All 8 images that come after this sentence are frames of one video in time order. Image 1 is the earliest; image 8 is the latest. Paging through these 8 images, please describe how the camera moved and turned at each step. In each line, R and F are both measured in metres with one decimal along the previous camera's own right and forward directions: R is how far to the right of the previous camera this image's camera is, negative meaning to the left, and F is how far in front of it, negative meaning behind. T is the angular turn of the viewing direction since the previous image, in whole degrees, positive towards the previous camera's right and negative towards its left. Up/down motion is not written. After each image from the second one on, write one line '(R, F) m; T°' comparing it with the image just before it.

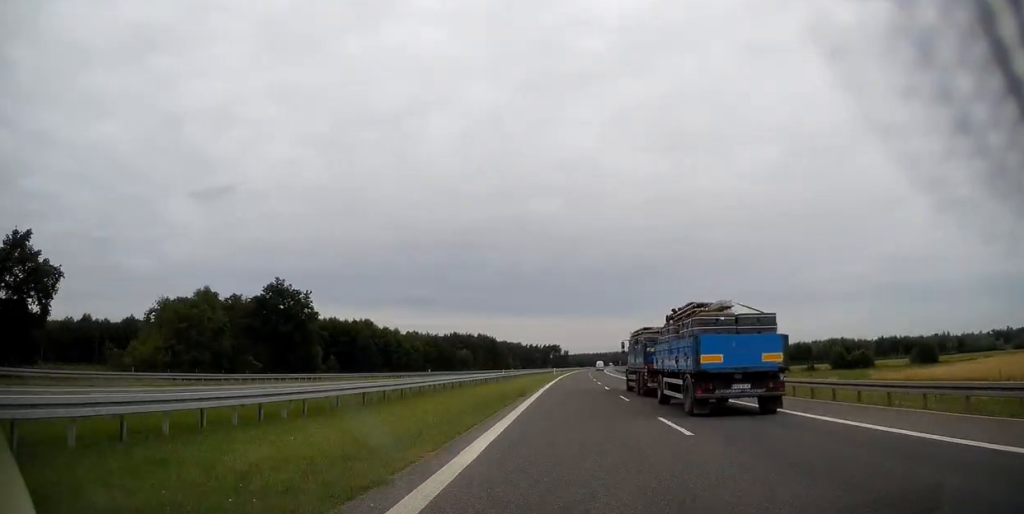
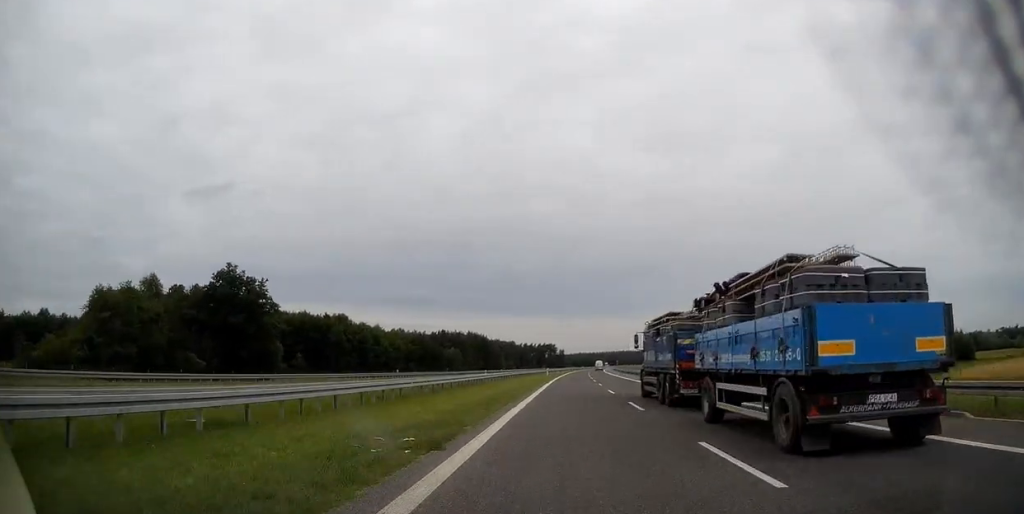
(0.0, +17.4) m; 0°
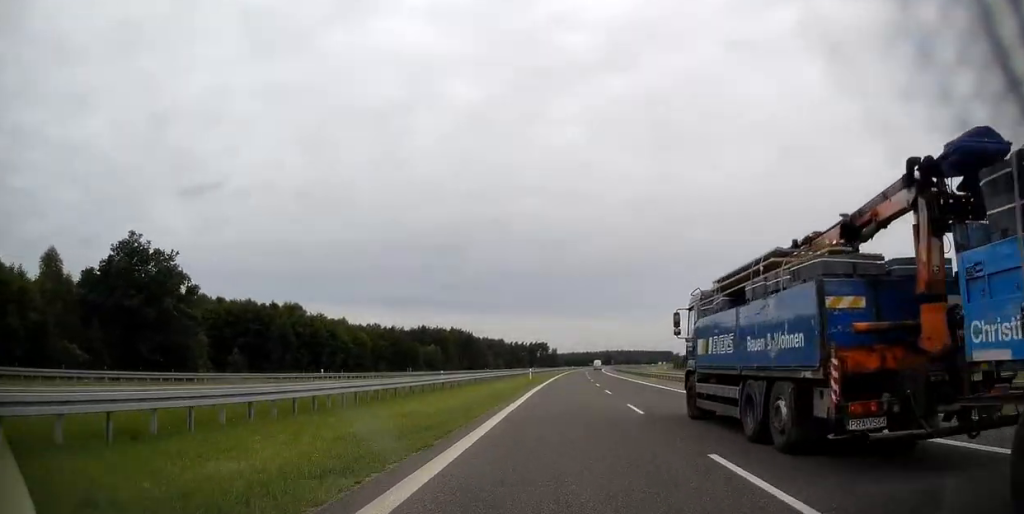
(+0.1, +25.5) m; +1°
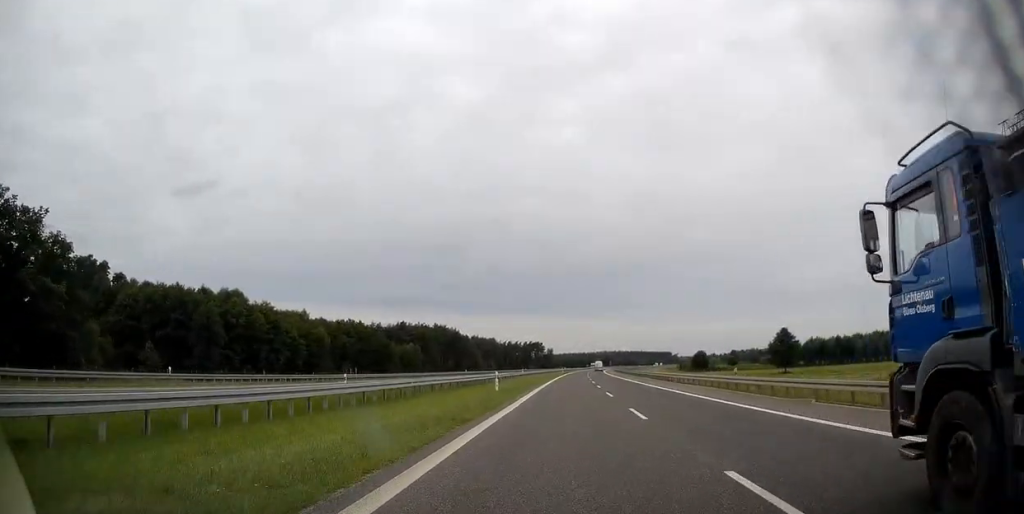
(+0.1, +25.5) m; +1°
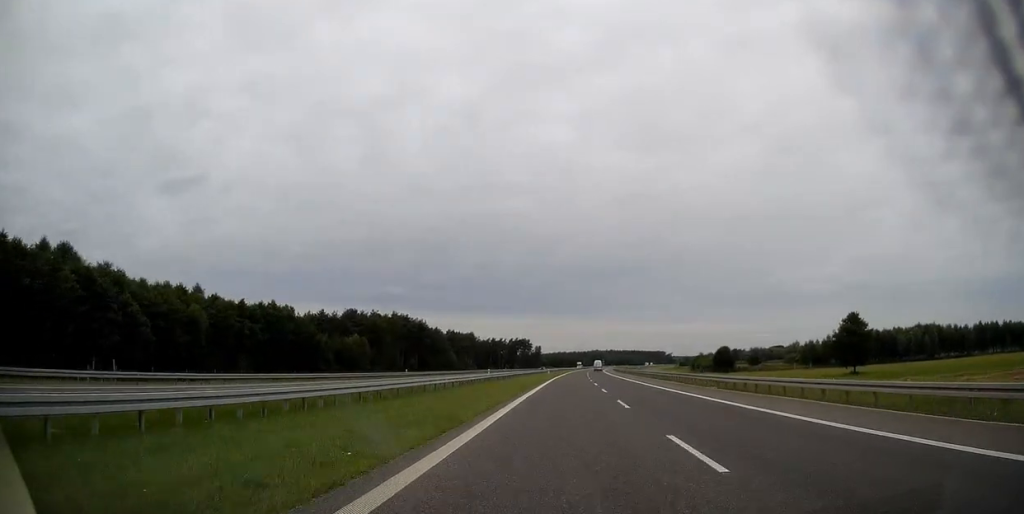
(+0.4, +44.1) m; +1°
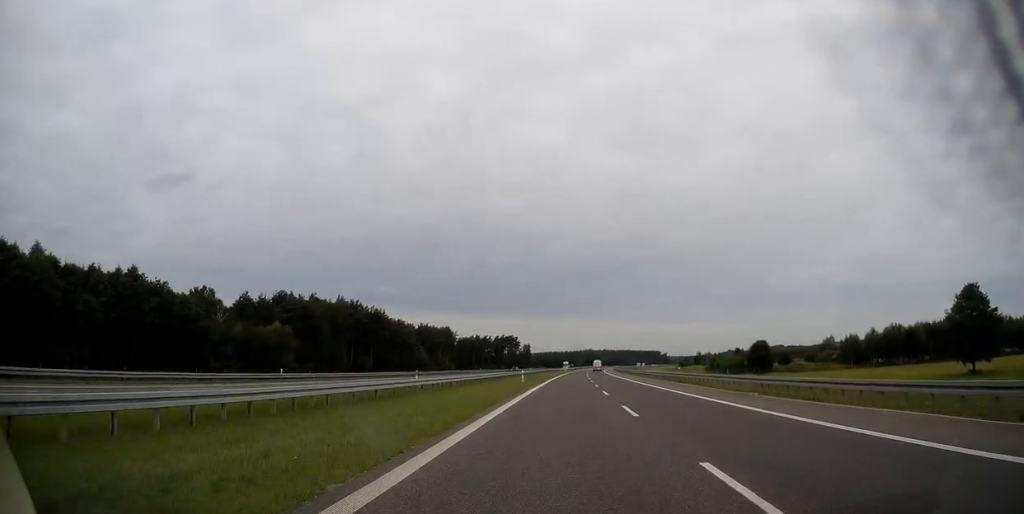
(+0.2, +39.4) m; +1°
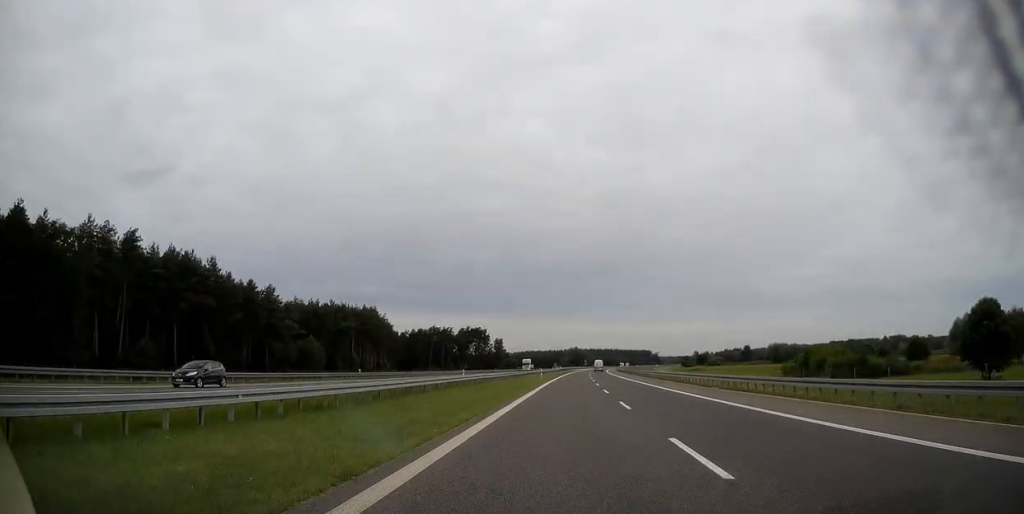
(+1.3, +81.2) m; +1°
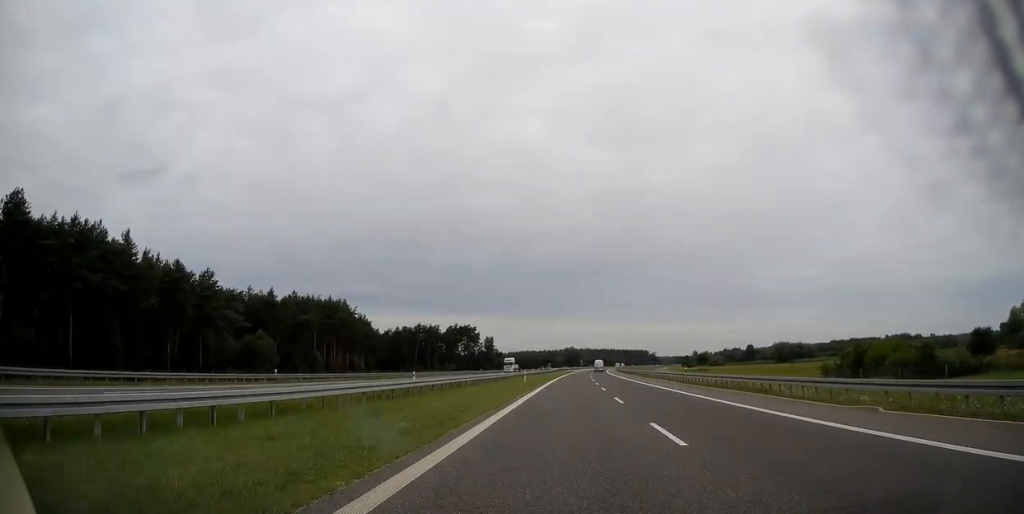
(0.0, +20.8) m; 0°
